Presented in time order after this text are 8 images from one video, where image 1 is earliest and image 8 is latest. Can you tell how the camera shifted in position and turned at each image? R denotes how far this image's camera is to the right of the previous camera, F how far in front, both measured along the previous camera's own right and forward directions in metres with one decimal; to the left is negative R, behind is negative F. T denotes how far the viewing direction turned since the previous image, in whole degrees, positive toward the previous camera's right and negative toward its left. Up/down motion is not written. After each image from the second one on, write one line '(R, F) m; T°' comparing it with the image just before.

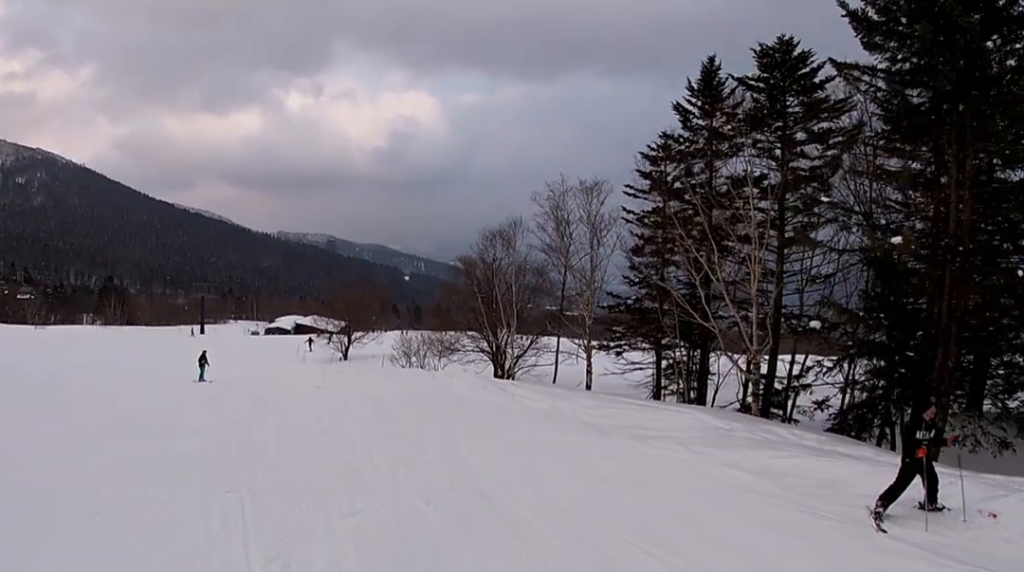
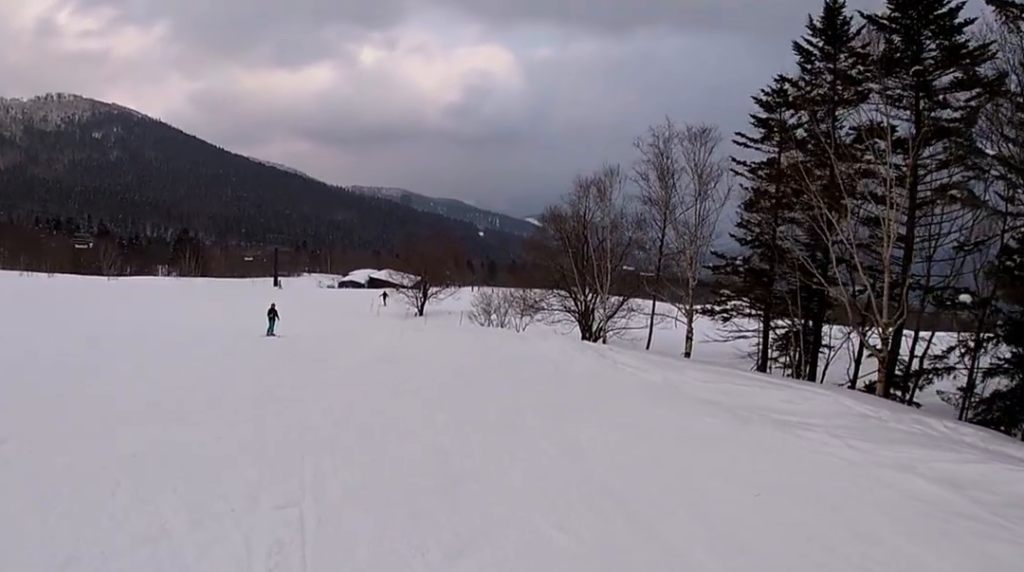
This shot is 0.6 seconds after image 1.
(0.0, +2.6) m; -2°
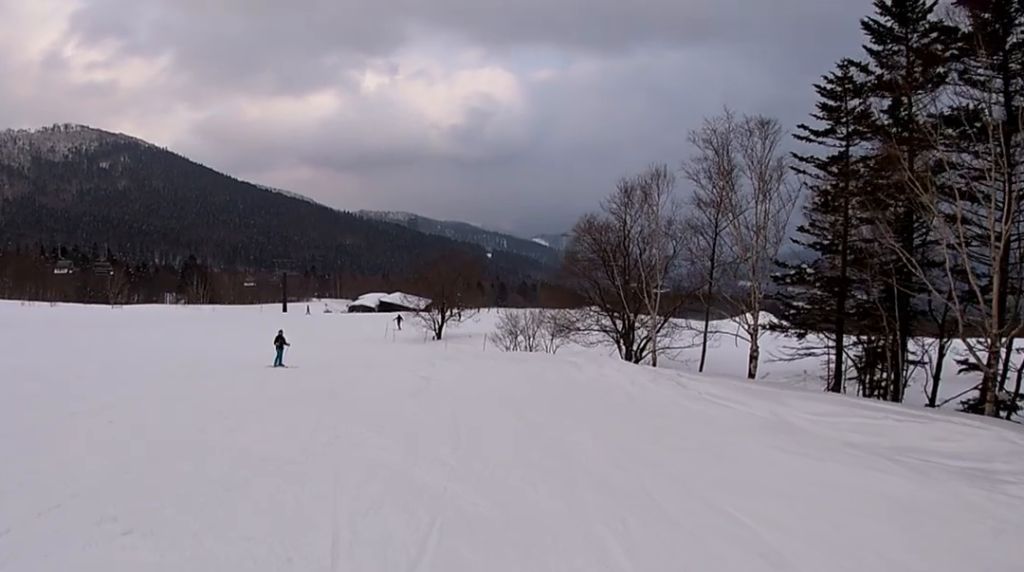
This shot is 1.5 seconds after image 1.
(-0.1, +3.9) m; -10°
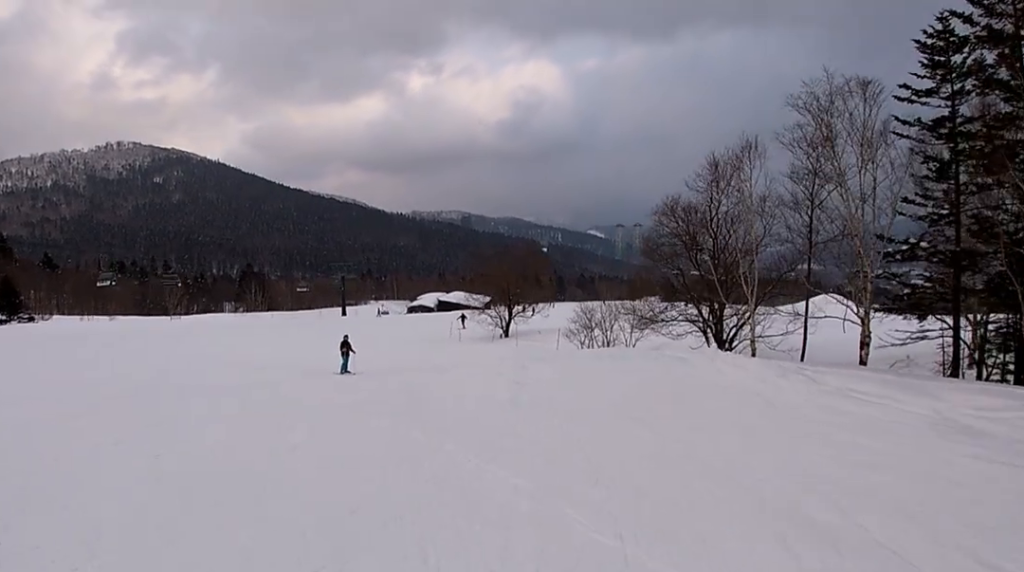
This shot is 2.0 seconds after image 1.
(+0.2, +2.3) m; -8°
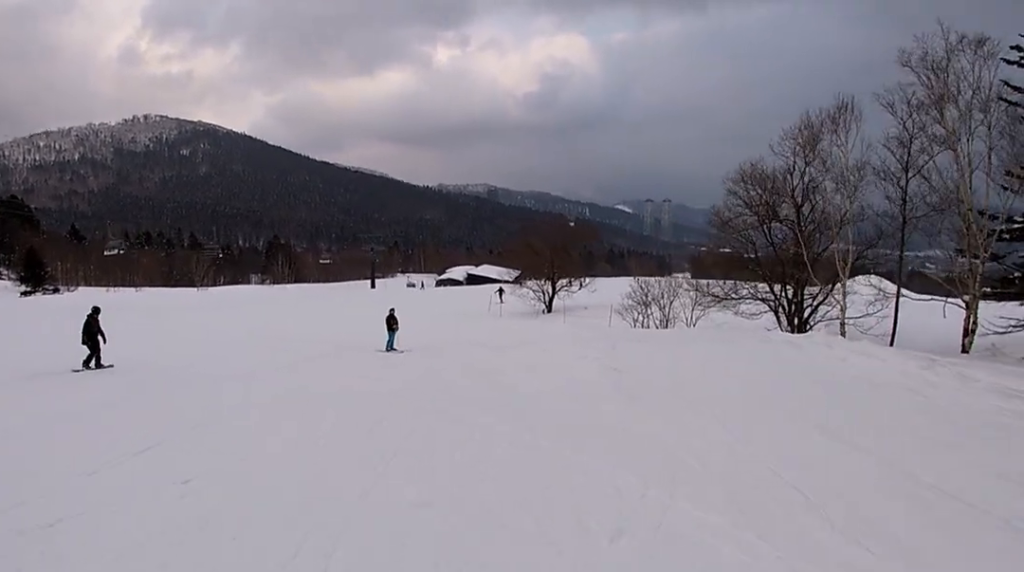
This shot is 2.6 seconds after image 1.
(-0.7, +3.0) m; +3°
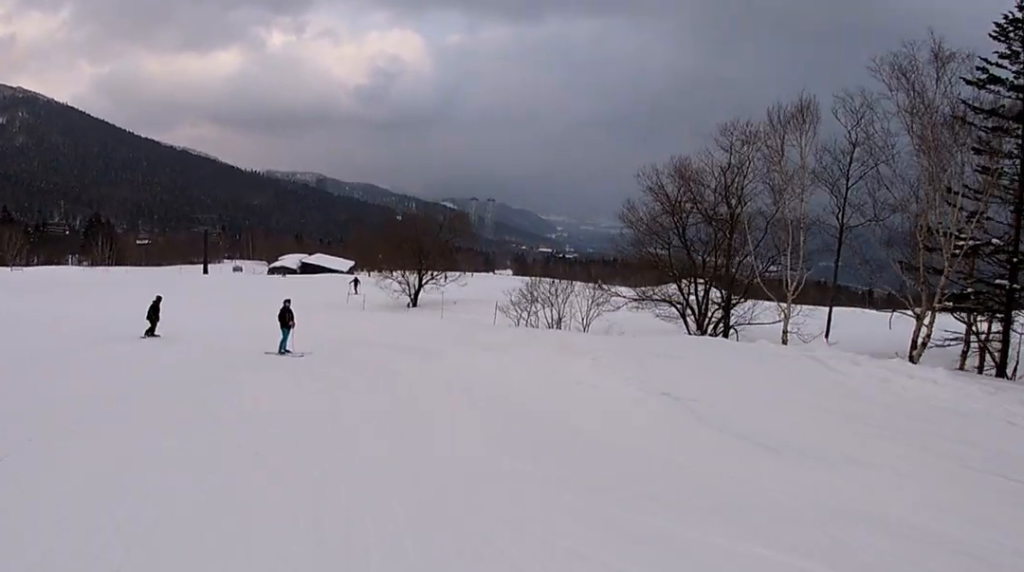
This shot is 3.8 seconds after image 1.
(+0.8, +5.2) m; +28°
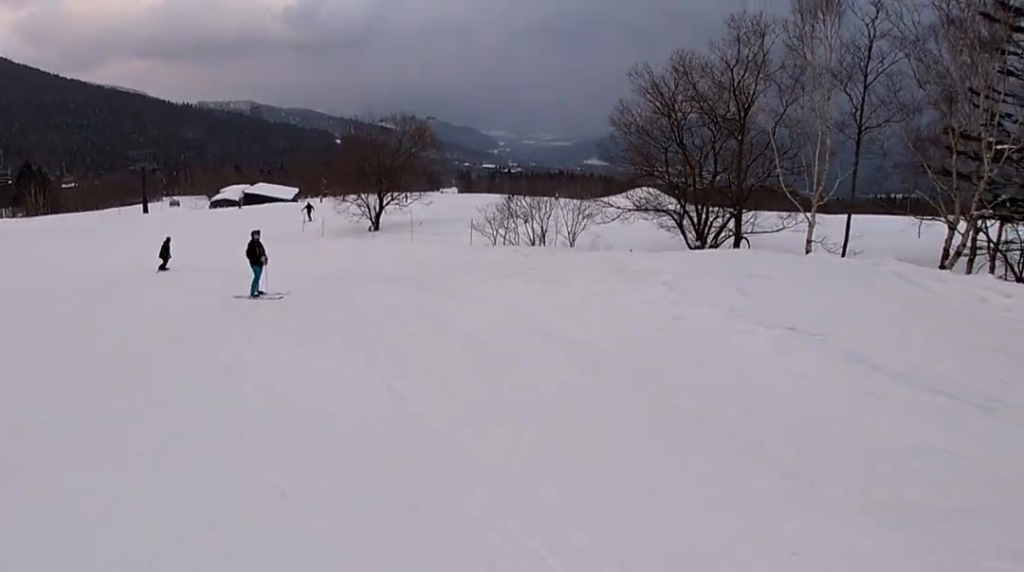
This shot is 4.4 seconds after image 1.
(+0.6, +2.9) m; +17°
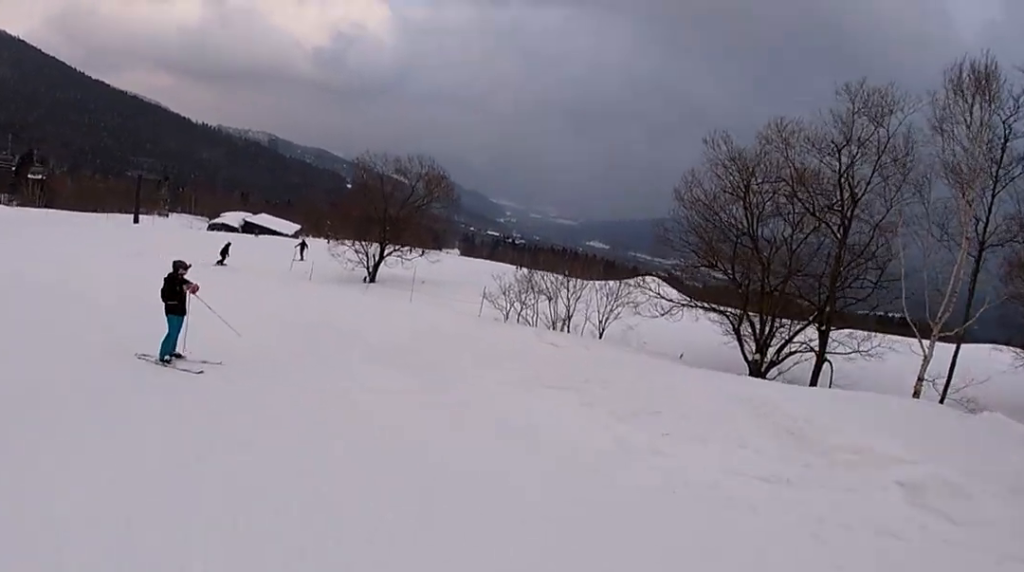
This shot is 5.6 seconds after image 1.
(+1.2, +5.2) m; +4°
